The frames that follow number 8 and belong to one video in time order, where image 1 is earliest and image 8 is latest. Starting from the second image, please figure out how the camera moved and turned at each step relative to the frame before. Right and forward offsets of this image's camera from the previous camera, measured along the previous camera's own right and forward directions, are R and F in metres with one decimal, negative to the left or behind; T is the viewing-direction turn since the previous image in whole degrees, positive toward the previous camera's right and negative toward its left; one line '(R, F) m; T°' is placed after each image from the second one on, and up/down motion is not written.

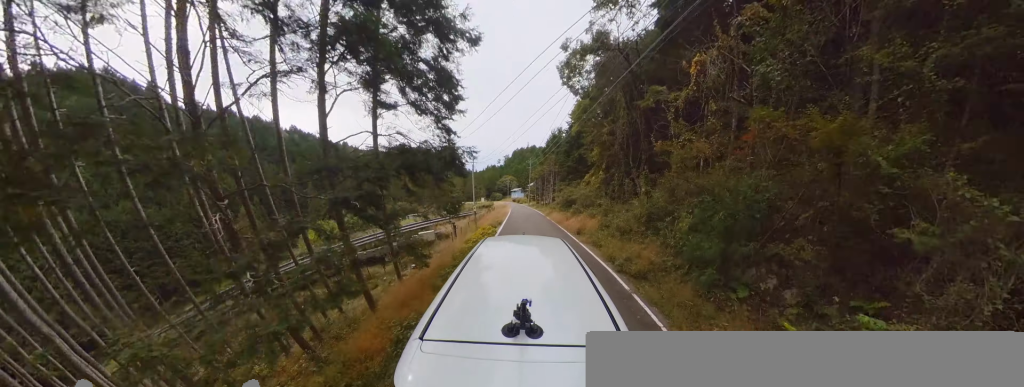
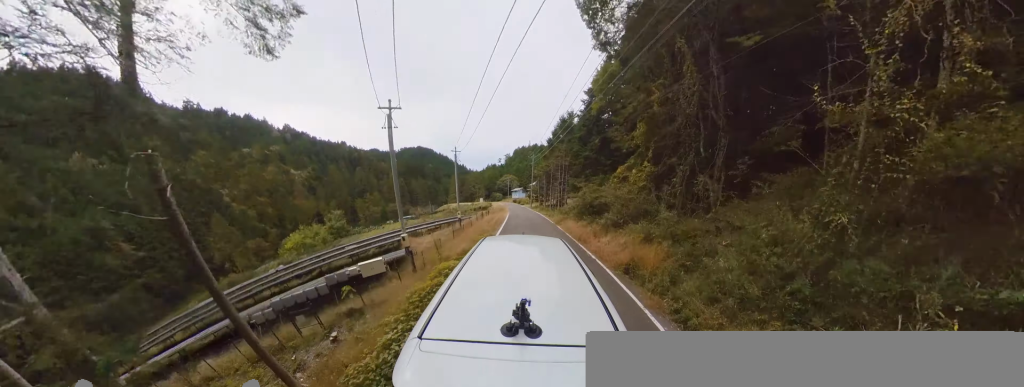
(+0.3, +6.2) m; +3°
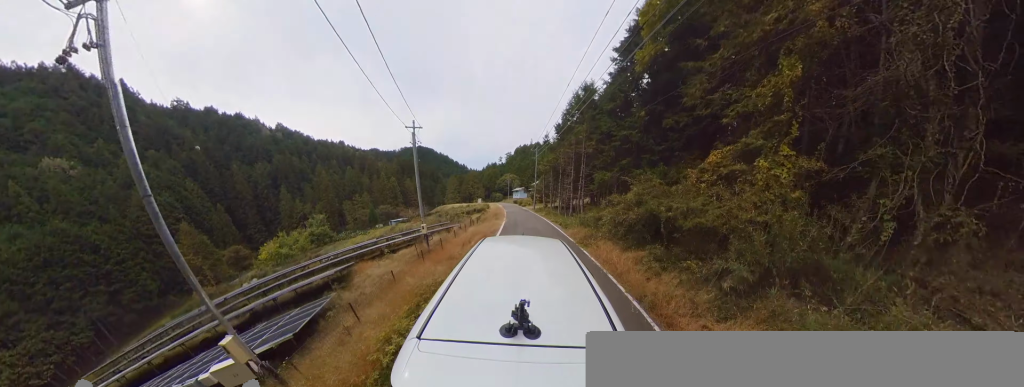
(+1.1, +6.6) m; +2°
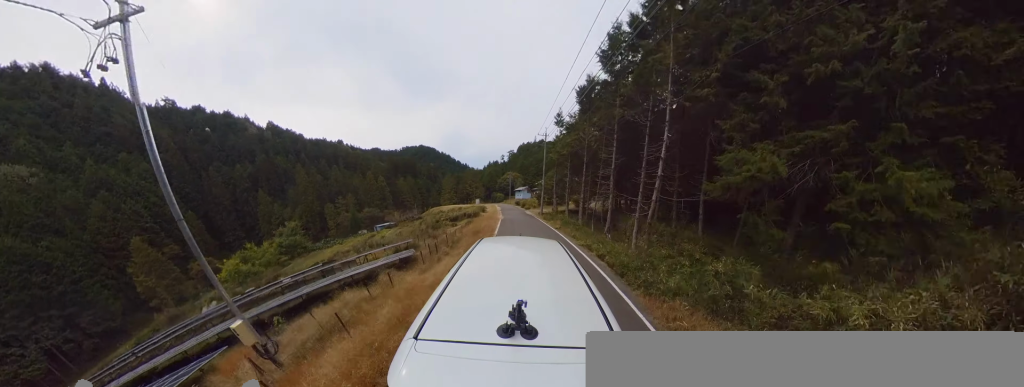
(-1.0, +9.5) m; -9°
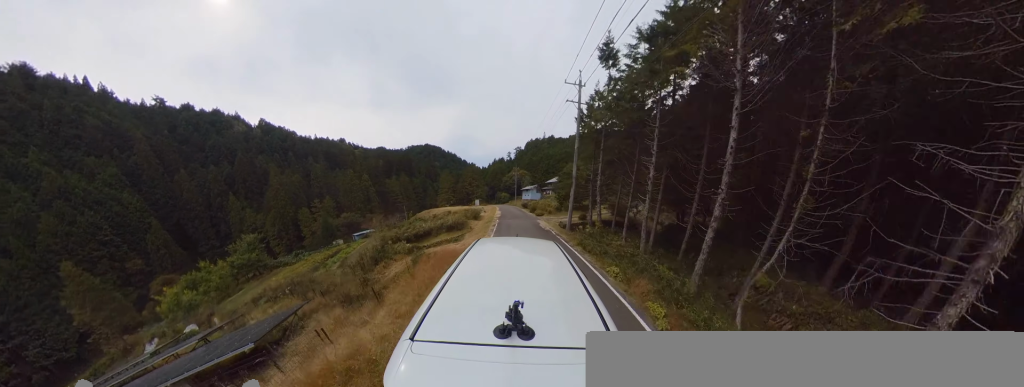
(-0.9, +12.1) m; -6°
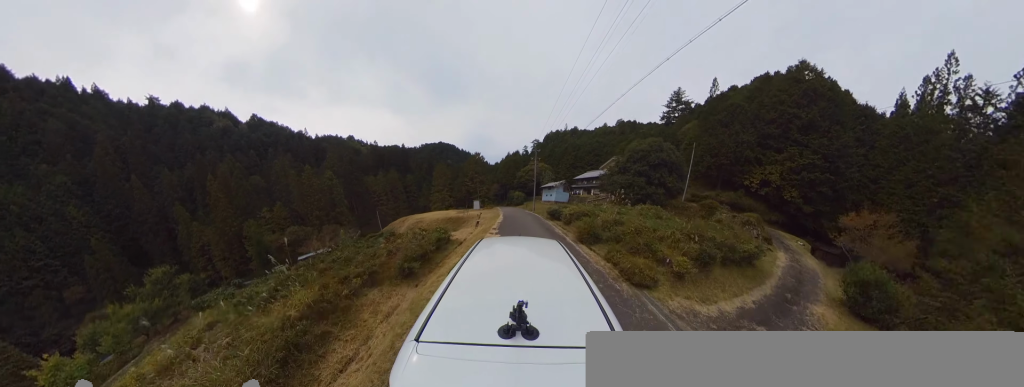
(-3.6, +18.7) m; -11°
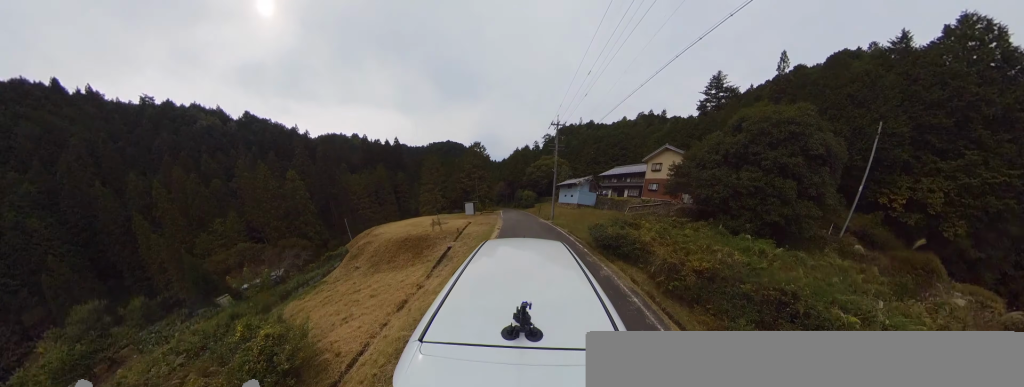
(+2.2, +12.0) m; +10°
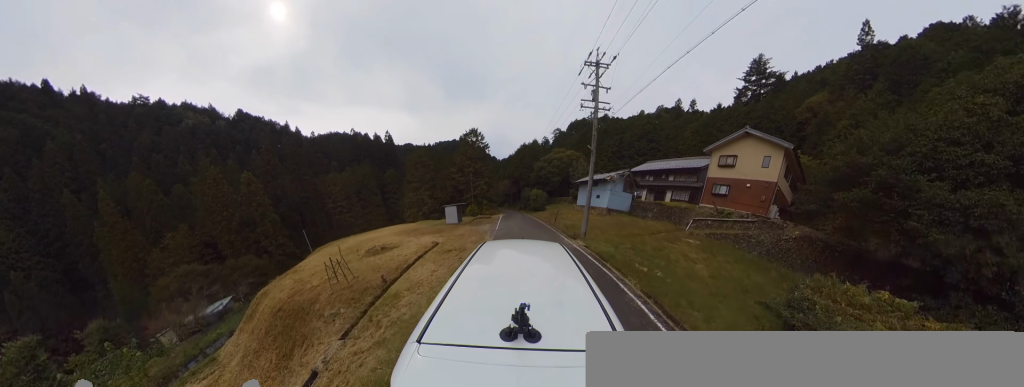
(-0.1, +9.1) m; -4°
